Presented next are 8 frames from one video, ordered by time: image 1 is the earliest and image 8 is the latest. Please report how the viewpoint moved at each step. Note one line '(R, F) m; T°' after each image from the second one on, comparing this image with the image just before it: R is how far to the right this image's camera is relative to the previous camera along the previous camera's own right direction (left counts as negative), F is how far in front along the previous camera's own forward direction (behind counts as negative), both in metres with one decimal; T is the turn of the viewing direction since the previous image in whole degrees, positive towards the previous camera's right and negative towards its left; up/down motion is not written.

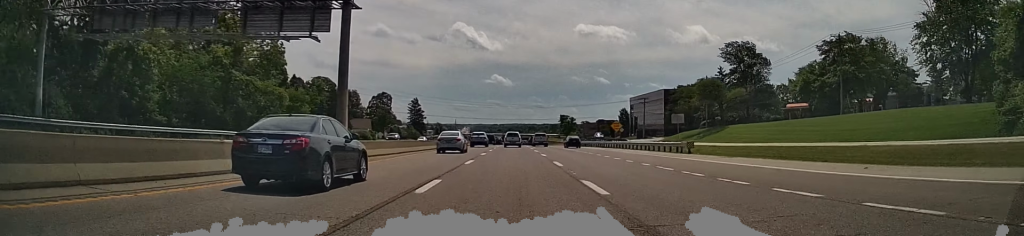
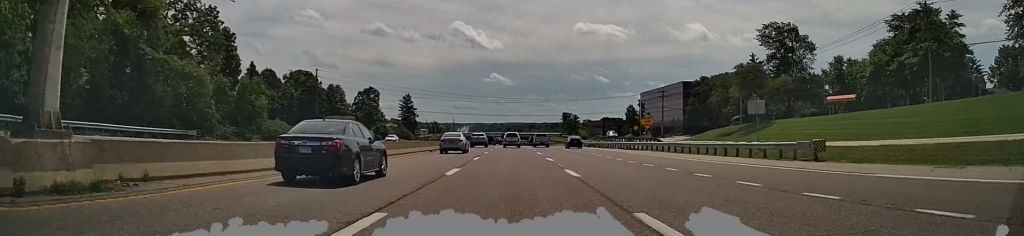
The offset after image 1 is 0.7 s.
(+0.5, +19.1) m; 0°
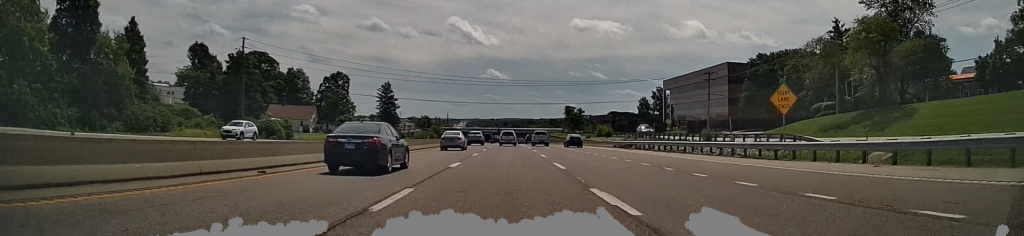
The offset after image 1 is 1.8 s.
(-0.1, +33.1) m; -1°
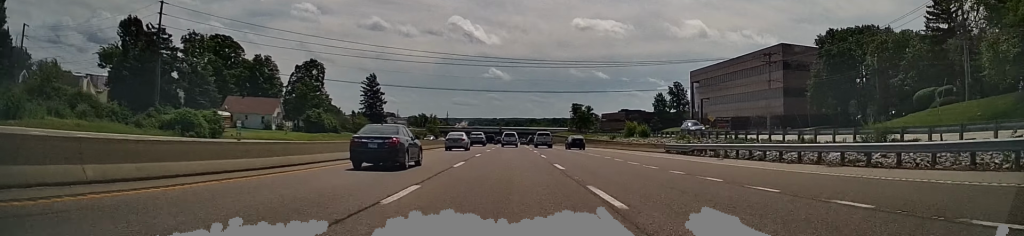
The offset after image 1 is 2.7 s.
(-0.3, +23.5) m; 0°
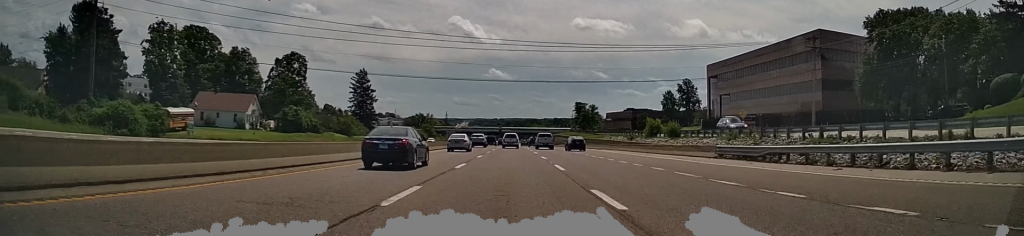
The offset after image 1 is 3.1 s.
(-0.2, +12.2) m; 0°
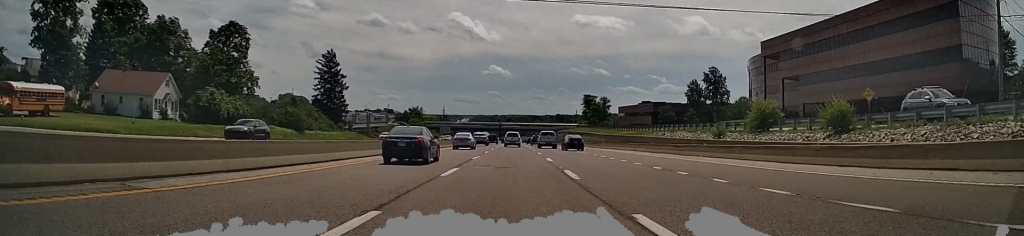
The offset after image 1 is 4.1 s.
(+0.7, +28.8) m; +1°
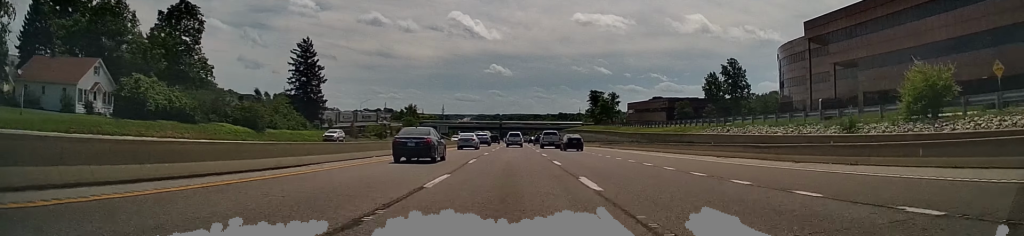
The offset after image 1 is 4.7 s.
(-0.2, +15.8) m; 0°
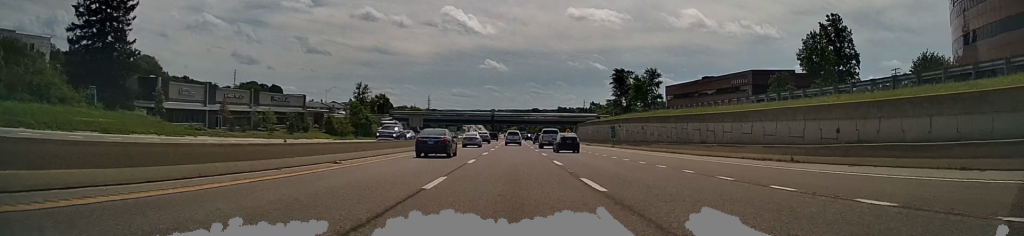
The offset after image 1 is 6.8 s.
(-0.3, +59.9) m; 0°
